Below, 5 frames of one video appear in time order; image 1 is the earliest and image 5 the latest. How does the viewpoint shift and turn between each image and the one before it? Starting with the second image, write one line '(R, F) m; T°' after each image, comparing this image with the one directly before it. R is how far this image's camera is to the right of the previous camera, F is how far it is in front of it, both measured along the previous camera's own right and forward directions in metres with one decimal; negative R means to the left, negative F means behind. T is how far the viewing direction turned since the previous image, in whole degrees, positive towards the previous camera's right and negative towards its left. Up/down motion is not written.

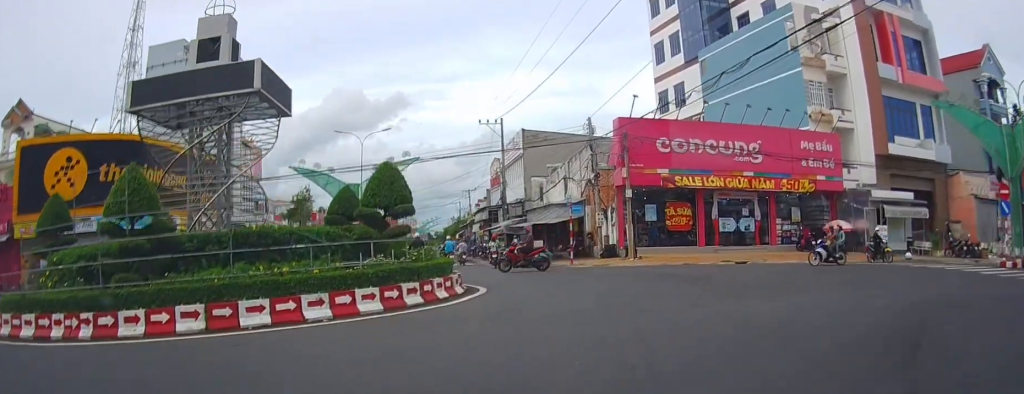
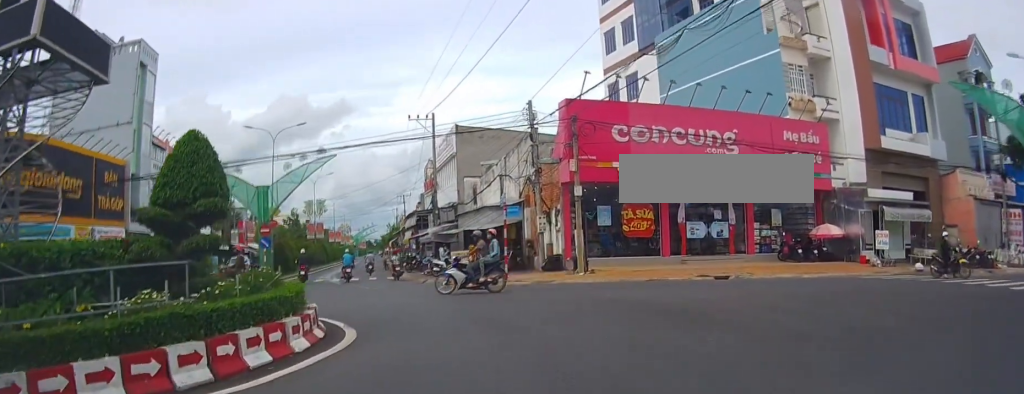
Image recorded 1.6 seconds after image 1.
(0.0, +6.3) m; 0°
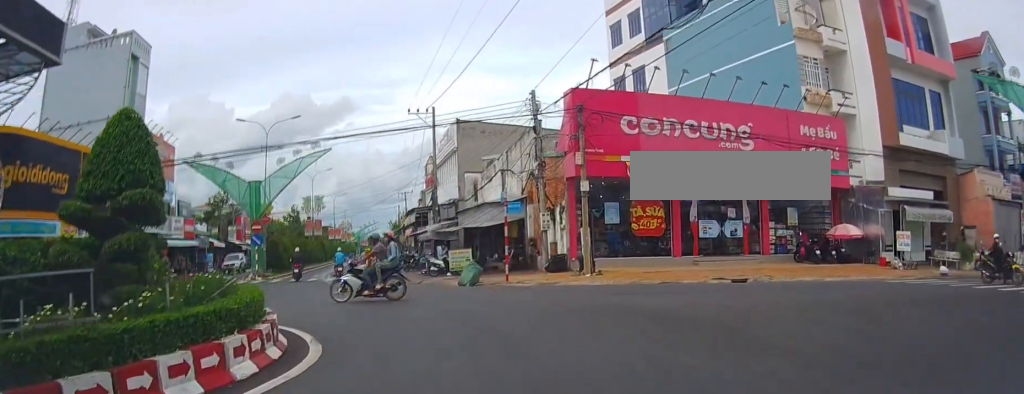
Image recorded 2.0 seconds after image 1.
(0.0, +1.7) m; 0°
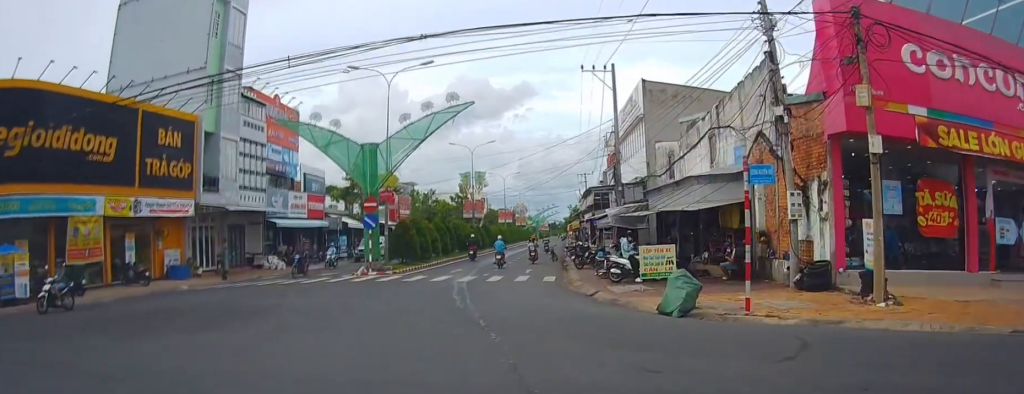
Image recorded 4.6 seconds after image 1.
(0.0, +10.4) m; -1°
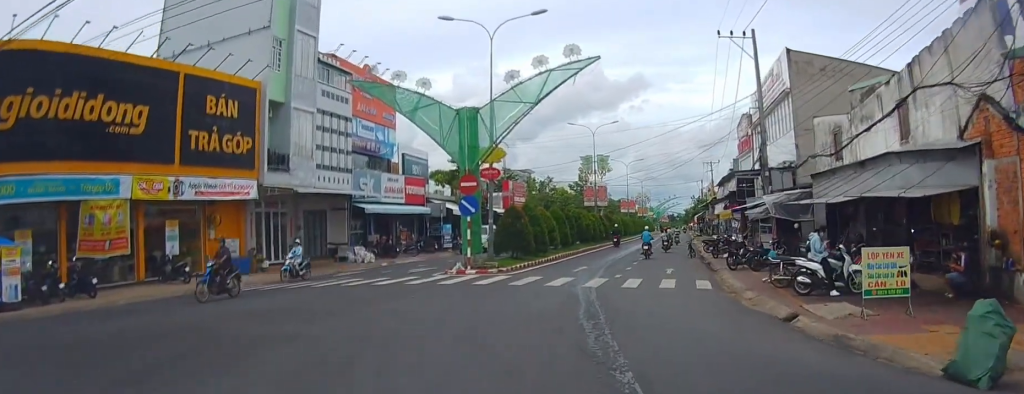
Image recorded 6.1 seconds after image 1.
(-1.0, +6.1) m; -21°
